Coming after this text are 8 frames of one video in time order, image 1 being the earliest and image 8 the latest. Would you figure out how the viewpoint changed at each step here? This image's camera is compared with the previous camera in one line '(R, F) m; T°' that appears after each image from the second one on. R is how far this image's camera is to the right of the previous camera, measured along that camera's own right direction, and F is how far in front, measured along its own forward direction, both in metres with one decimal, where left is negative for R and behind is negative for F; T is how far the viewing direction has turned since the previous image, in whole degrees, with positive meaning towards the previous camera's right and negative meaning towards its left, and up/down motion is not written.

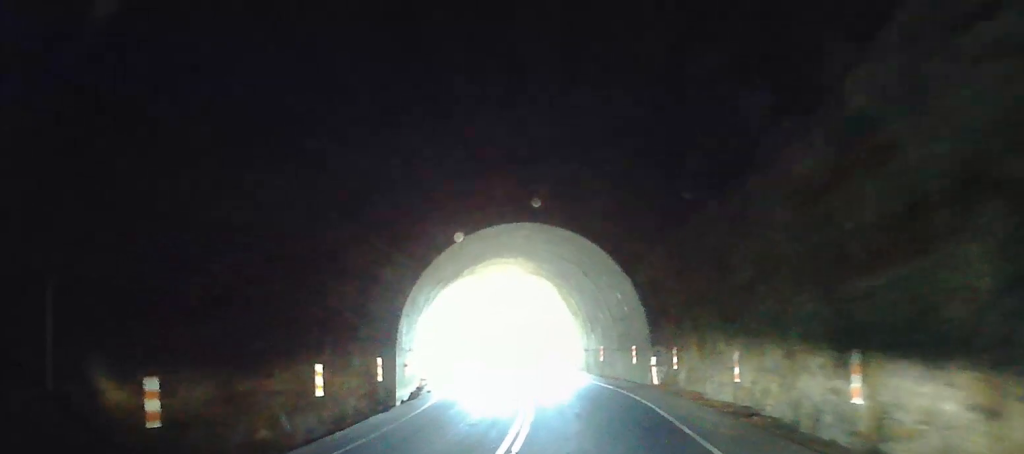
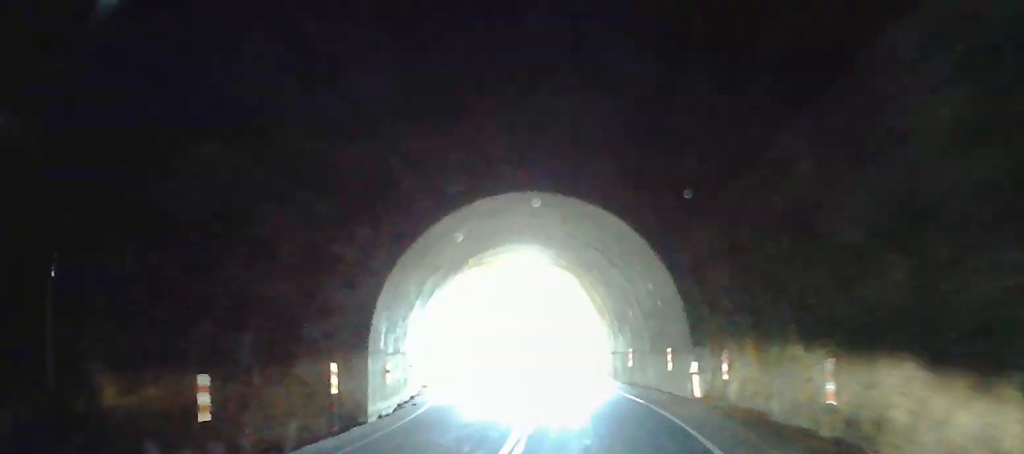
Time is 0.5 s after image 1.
(0.0, +5.5) m; 0°
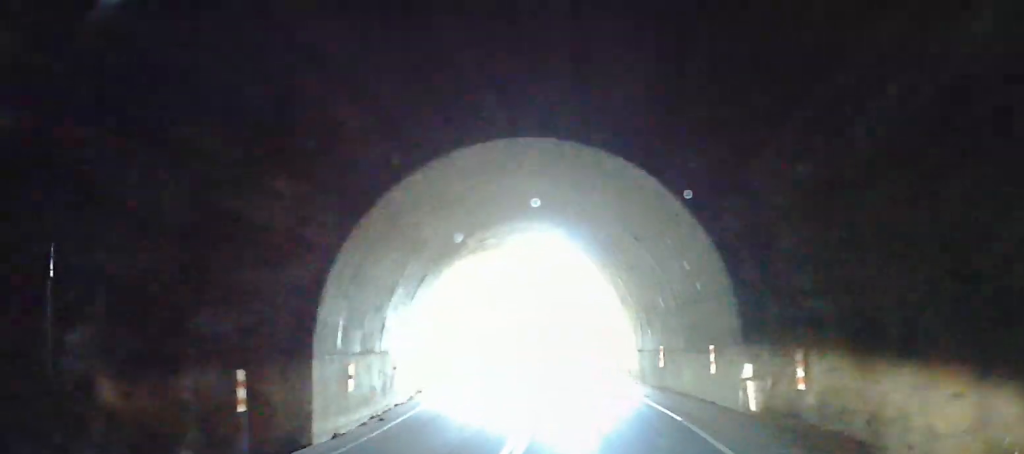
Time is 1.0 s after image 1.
(-0.1, +5.2) m; -3°
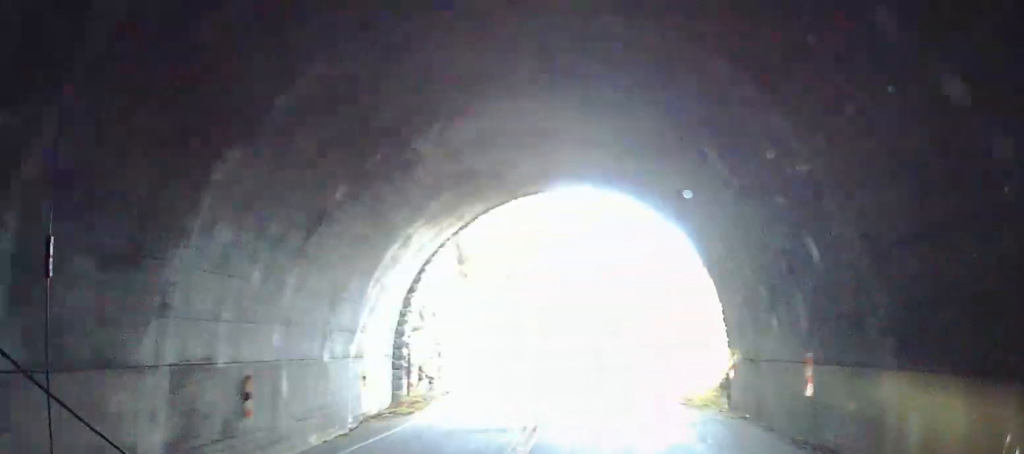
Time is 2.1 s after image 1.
(-1.0, +12.6) m; -14°
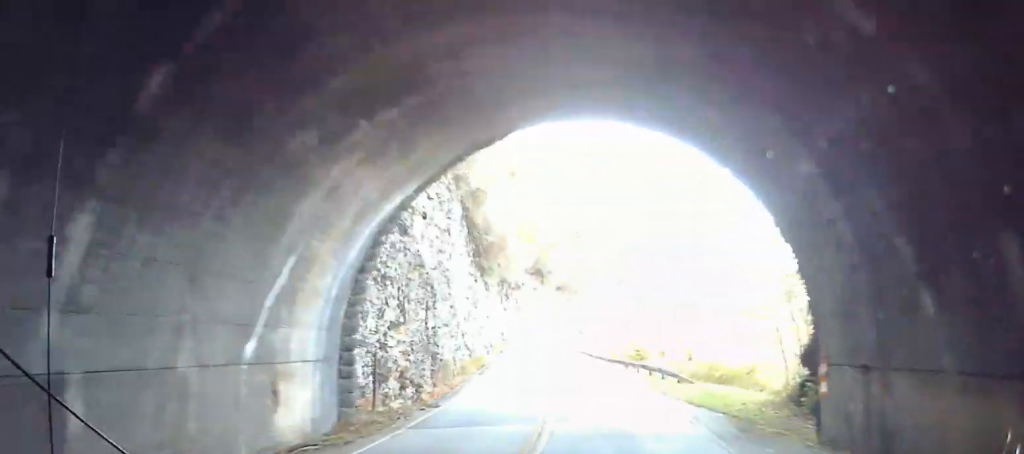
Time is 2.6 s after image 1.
(-0.1, +6.1) m; -9°
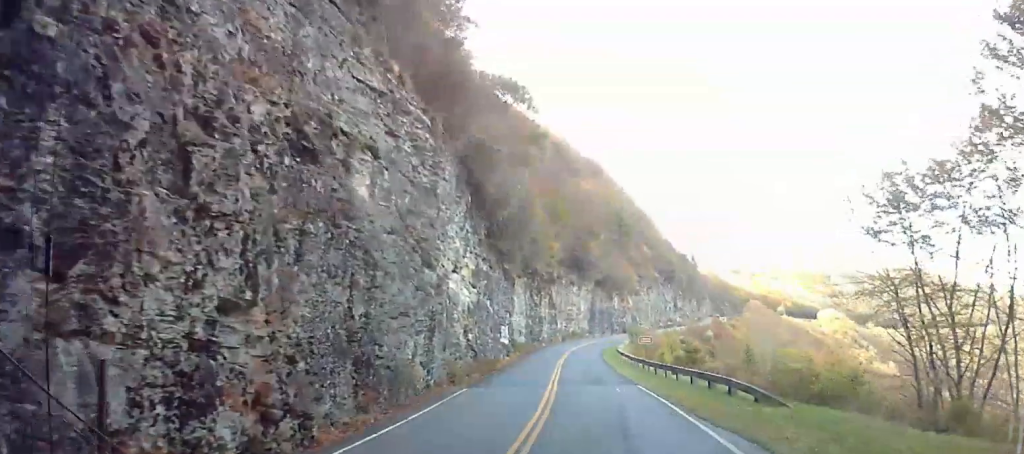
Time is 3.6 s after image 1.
(-1.9, +12.1) m; -10°
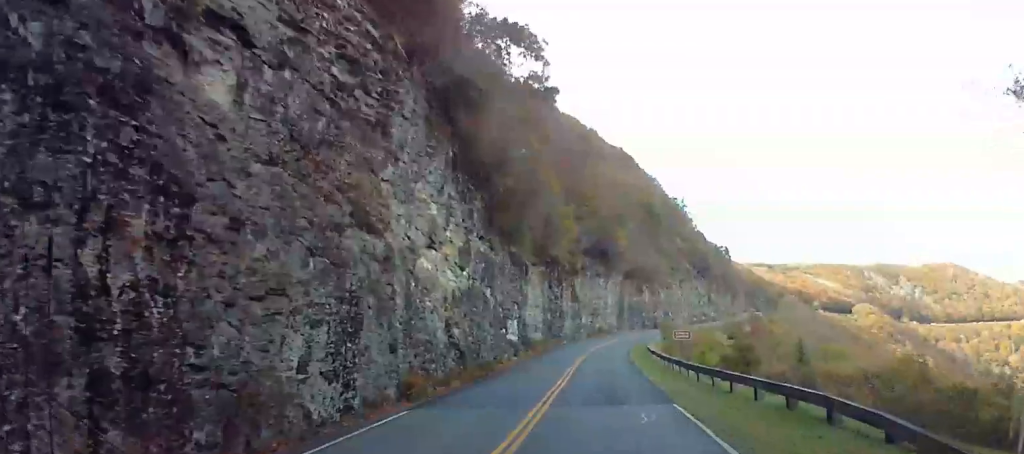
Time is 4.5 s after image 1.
(-0.1, +13.3) m; -1°
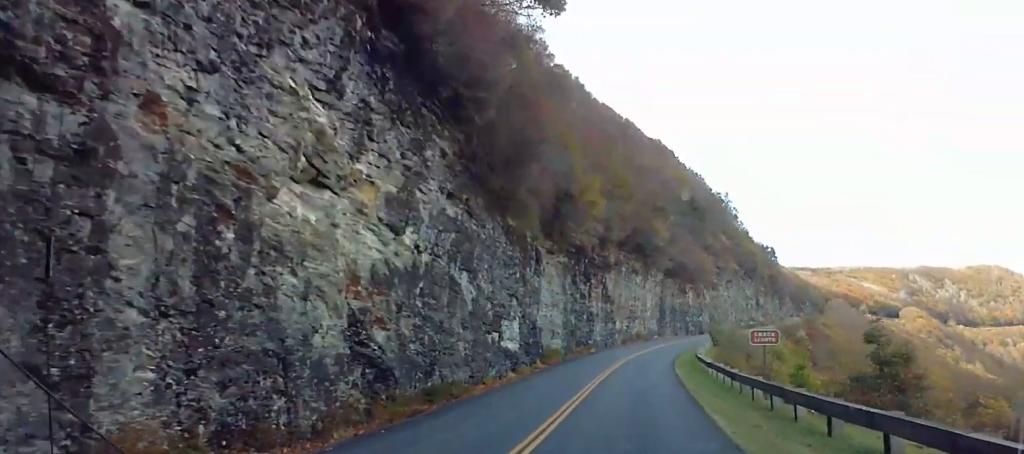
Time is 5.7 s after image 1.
(-0.1, +22.9) m; 0°
